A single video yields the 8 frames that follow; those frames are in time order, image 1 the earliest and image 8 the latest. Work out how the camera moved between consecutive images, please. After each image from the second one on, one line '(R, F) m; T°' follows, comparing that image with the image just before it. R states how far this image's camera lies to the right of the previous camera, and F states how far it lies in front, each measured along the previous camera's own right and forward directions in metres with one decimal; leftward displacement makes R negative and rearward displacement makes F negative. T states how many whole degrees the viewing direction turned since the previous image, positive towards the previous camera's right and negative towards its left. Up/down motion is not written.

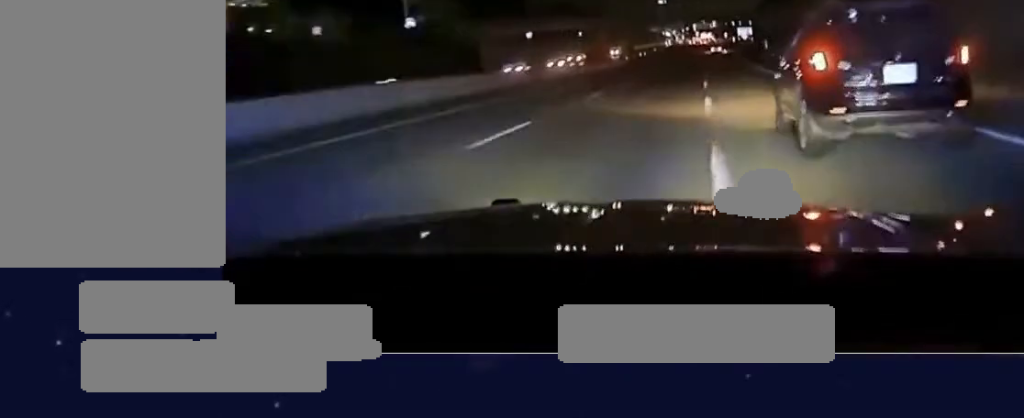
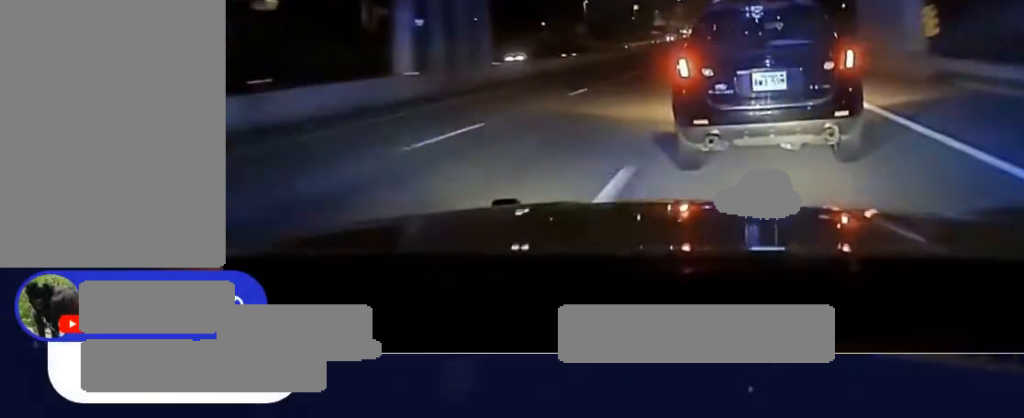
(-0.7, +88.3) m; -1°
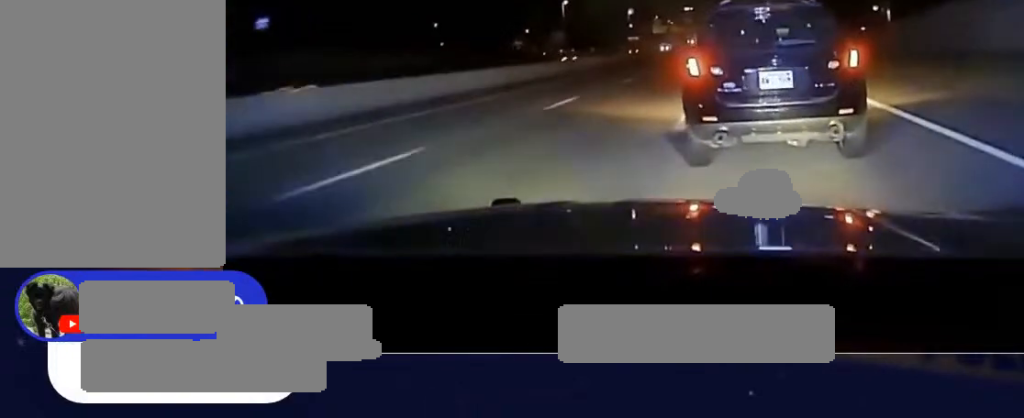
(-0.3, +40.3) m; -1°
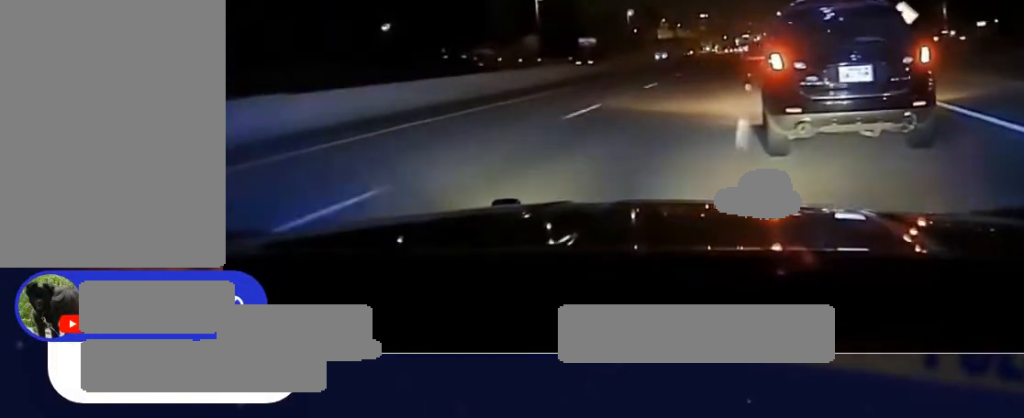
(-0.3, +37.2) m; -1°
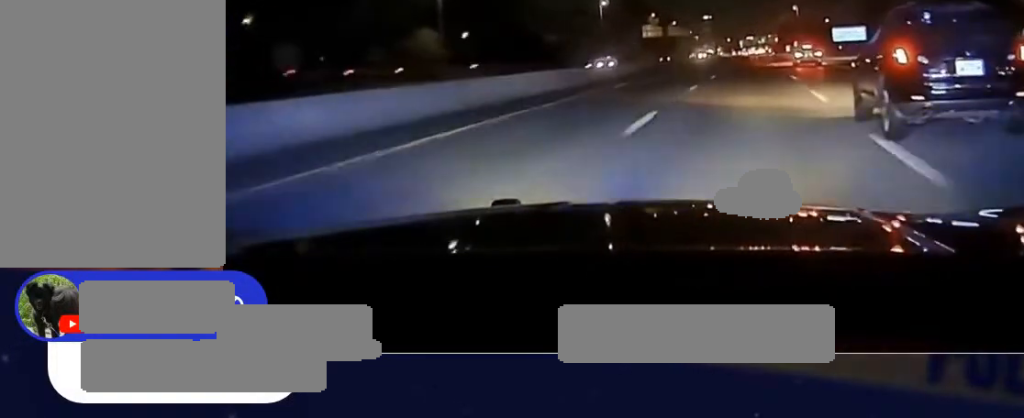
(-0.3, +41.6) m; 0°
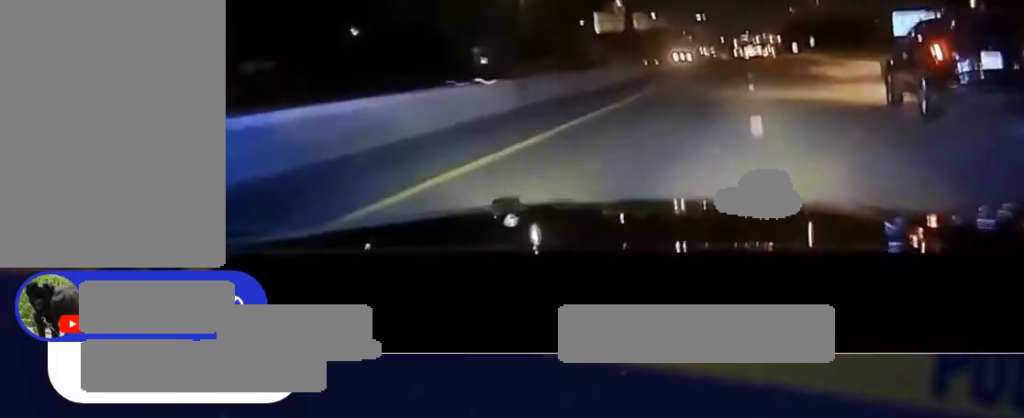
(+0.3, +50.9) m; +1°
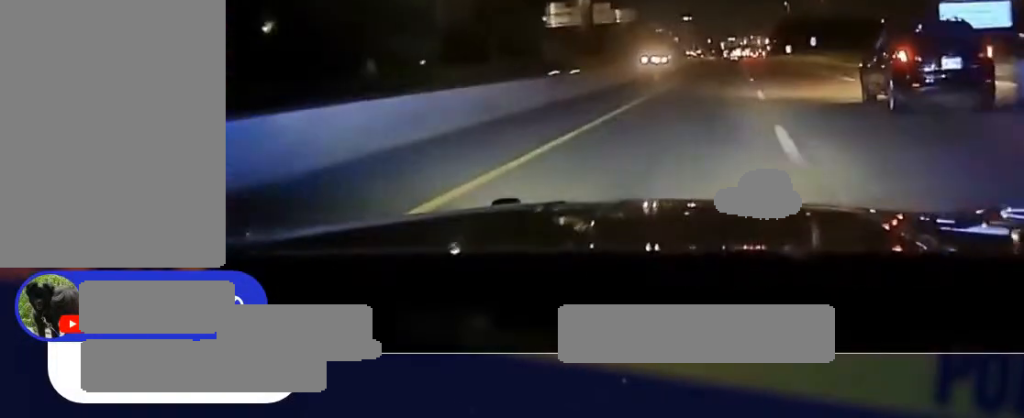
(0.0, +26.1) m; 0°
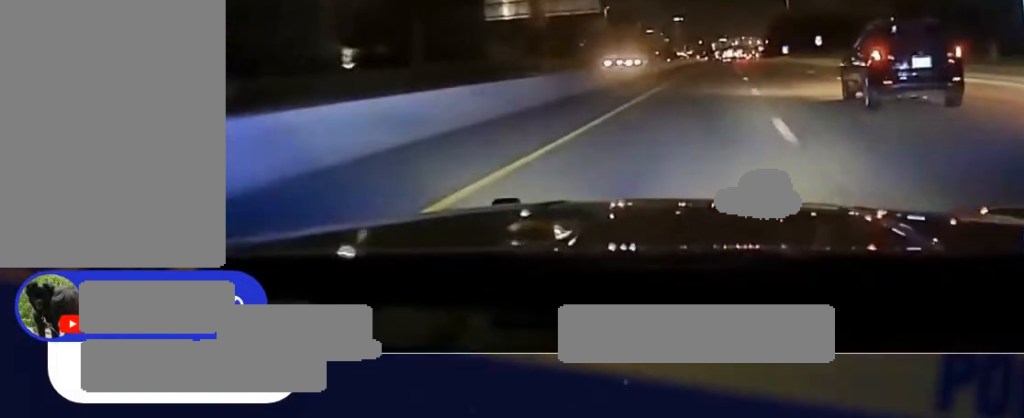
(-0.1, +21.8) m; 0°
